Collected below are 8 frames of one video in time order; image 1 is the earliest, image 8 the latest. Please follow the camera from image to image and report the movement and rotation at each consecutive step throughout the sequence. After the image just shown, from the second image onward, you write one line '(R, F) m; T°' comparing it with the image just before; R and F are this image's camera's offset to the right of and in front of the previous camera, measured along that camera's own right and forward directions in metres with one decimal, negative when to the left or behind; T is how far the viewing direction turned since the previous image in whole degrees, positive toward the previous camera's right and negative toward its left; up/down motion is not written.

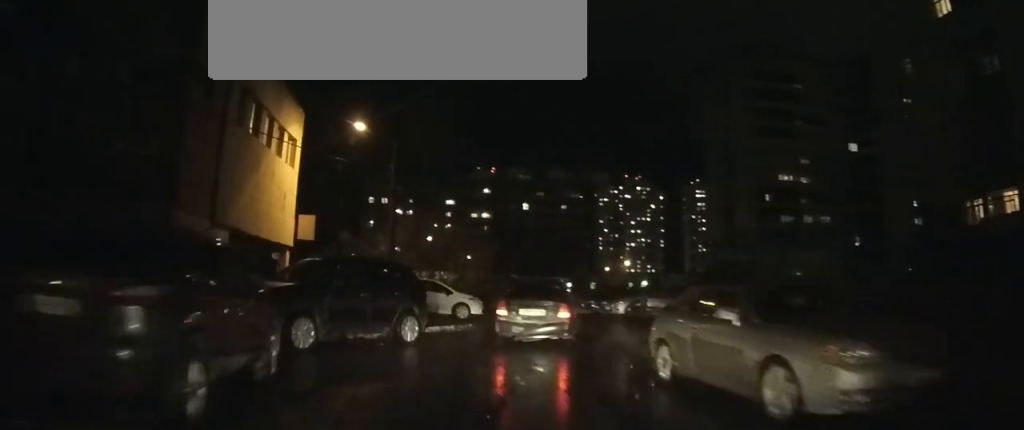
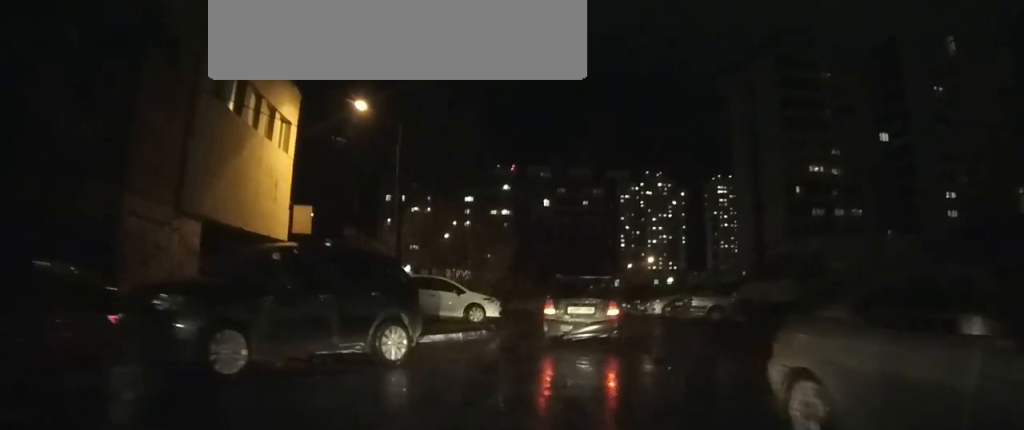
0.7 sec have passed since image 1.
(-0.1, +2.9) m; -2°
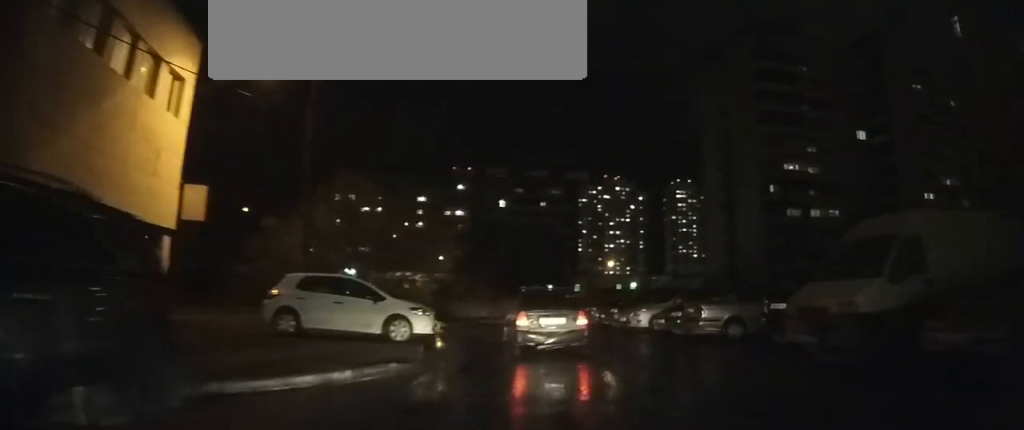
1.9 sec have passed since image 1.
(0.0, +4.9) m; 0°
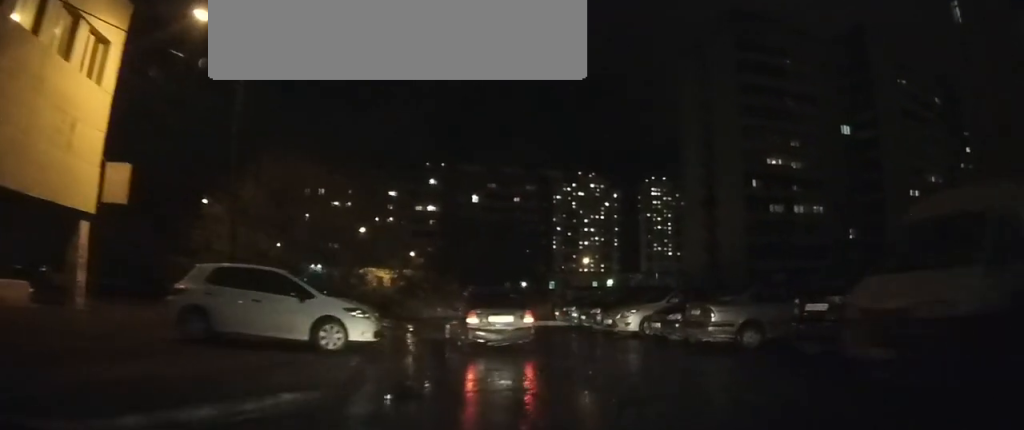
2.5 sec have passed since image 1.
(0.0, +2.7) m; 0°
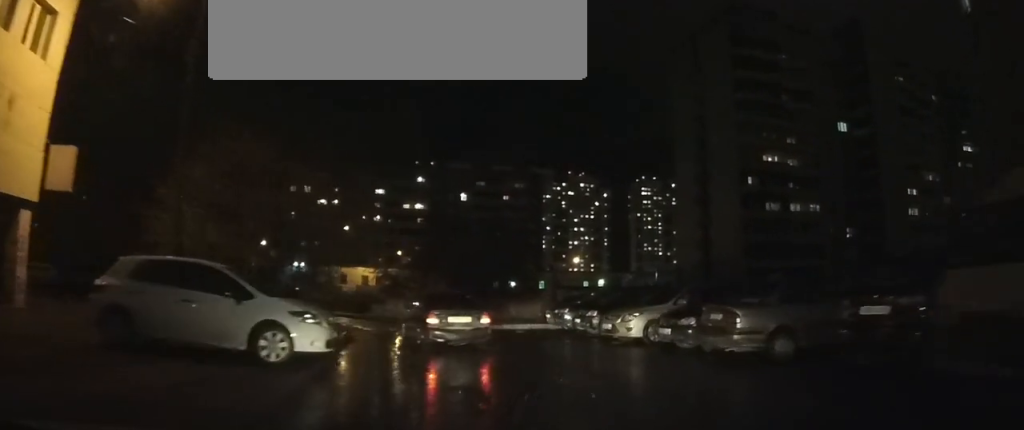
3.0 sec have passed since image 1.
(0.0, +2.0) m; 0°
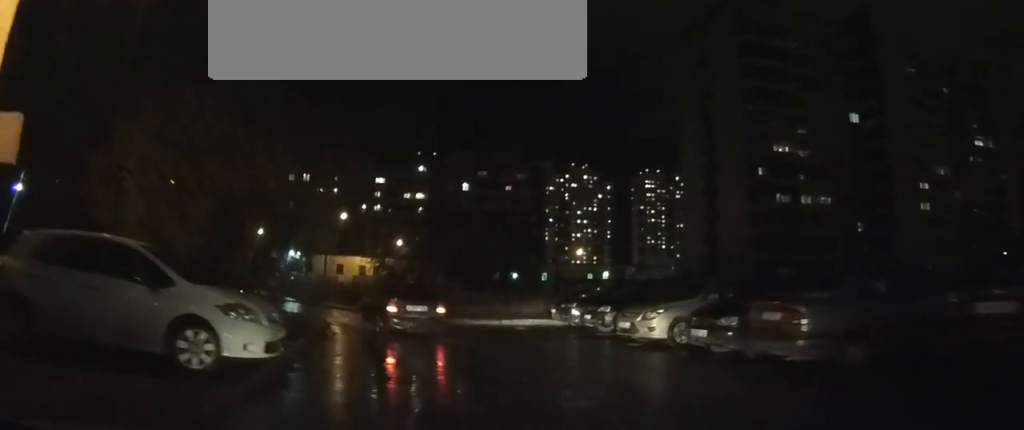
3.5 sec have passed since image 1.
(0.0, +2.4) m; 0°
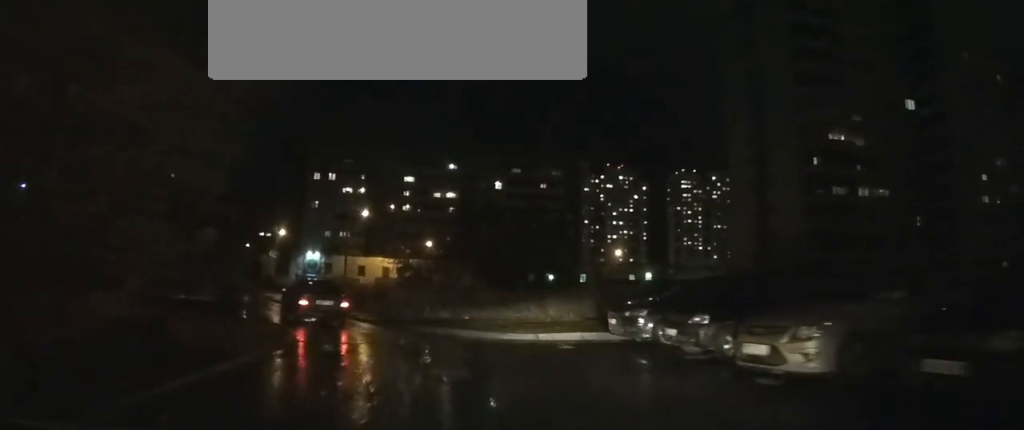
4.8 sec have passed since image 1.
(0.0, +6.0) m; 0°
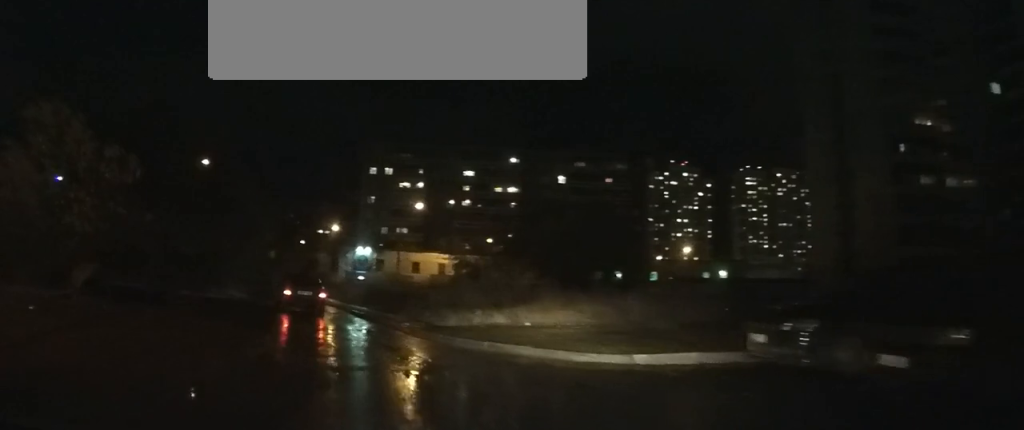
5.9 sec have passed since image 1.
(0.0, +5.3) m; 0°
